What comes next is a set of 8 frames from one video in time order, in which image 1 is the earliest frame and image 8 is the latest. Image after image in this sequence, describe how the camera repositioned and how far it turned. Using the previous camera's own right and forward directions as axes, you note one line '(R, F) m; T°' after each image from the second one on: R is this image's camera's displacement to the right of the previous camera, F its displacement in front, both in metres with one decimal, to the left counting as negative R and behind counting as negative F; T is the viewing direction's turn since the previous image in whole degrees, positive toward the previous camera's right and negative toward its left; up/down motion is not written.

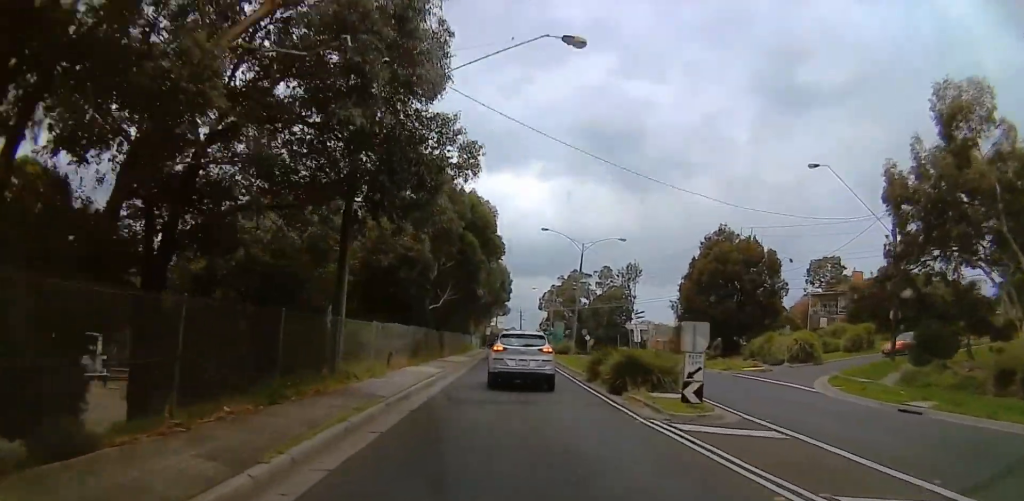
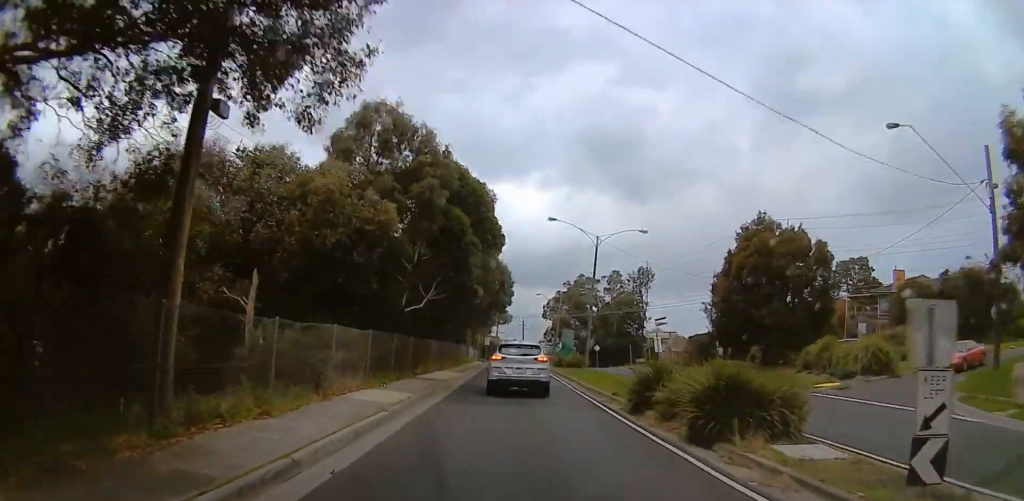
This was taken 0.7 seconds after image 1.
(-0.3, +7.9) m; -5°
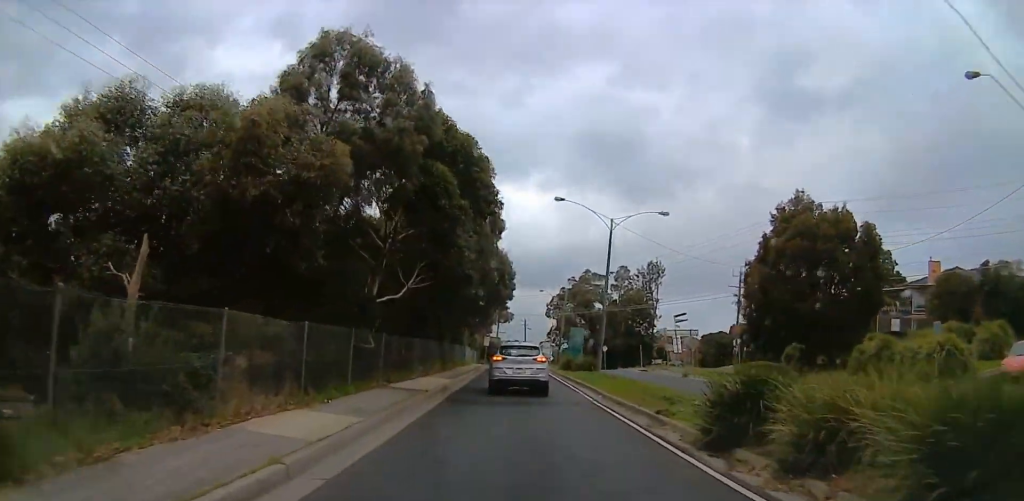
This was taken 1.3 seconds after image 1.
(-0.1, +5.7) m; -5°
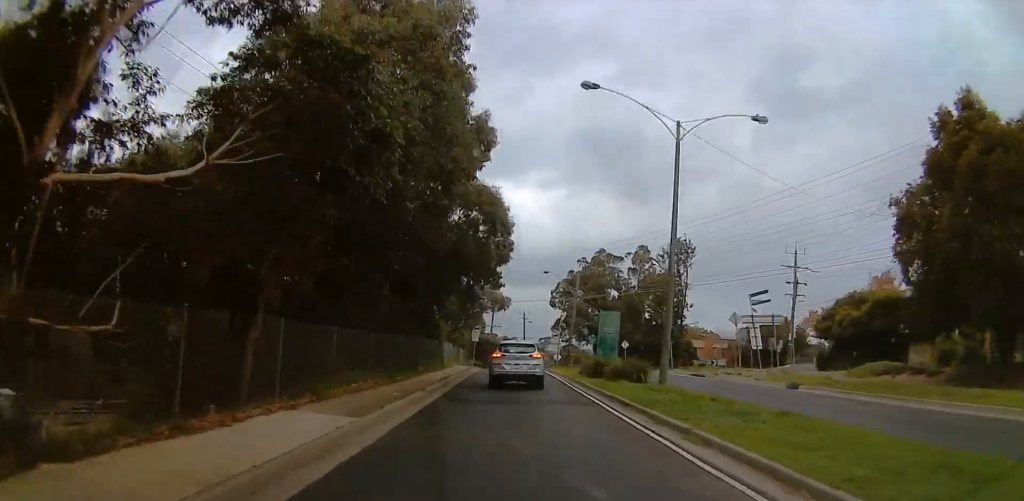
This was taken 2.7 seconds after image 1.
(-1.2, +15.9) m; 0°
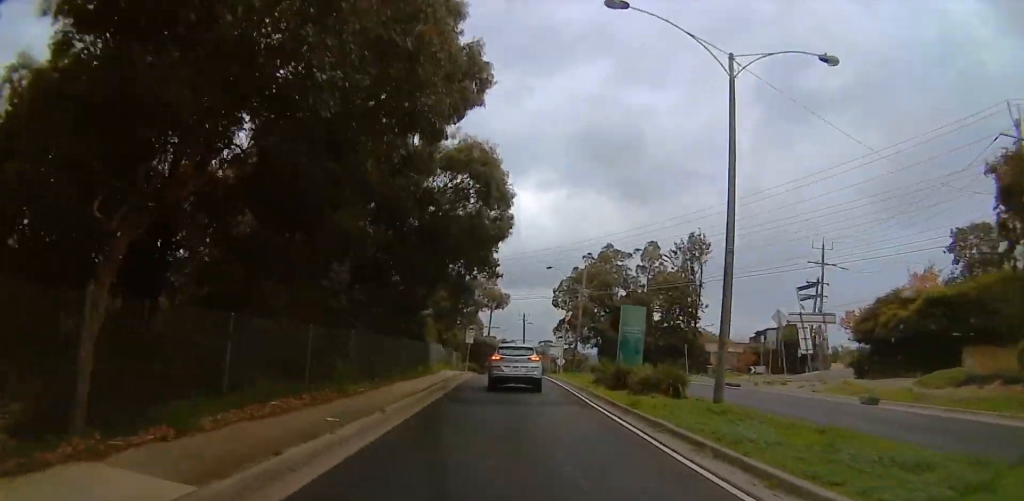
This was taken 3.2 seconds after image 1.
(-0.3, +5.6) m; +4°
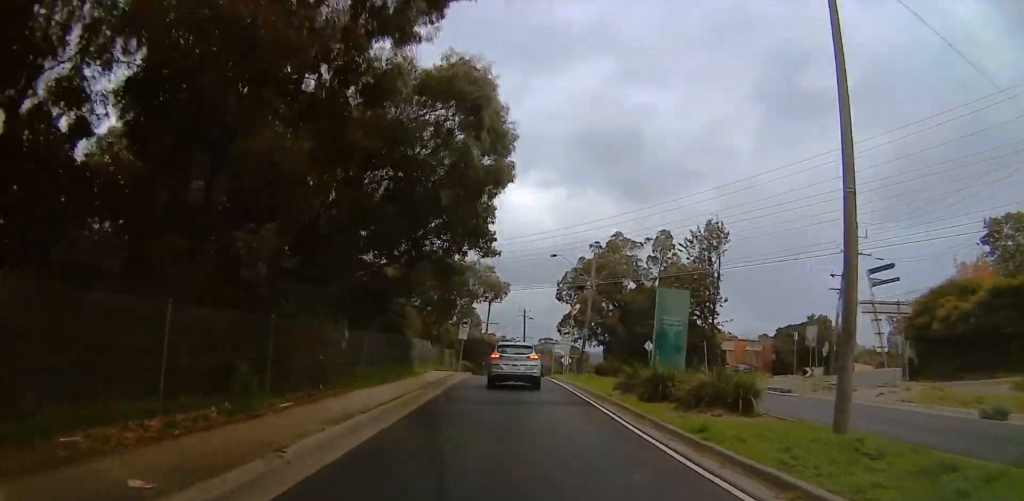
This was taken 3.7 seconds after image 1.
(+0.7, +6.0) m; +3°
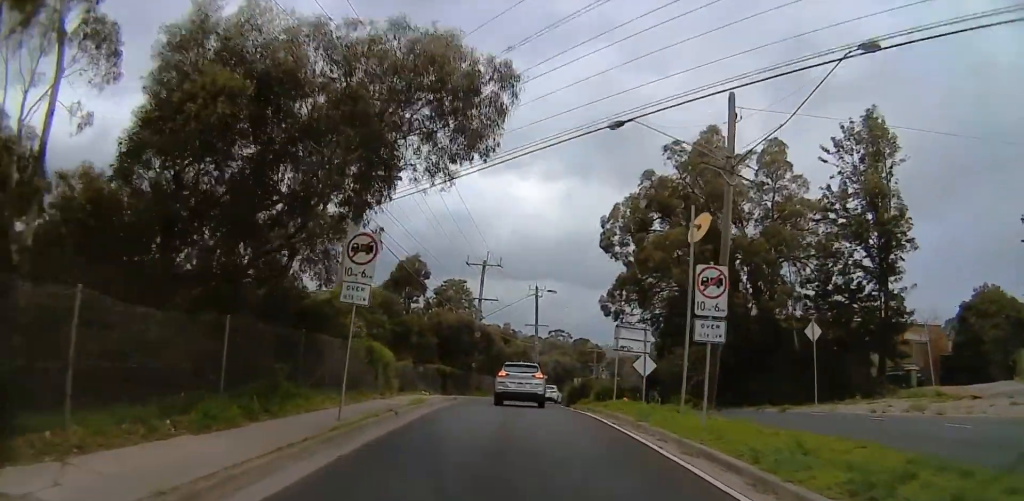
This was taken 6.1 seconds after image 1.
(+1.7, +30.3) m; +1°
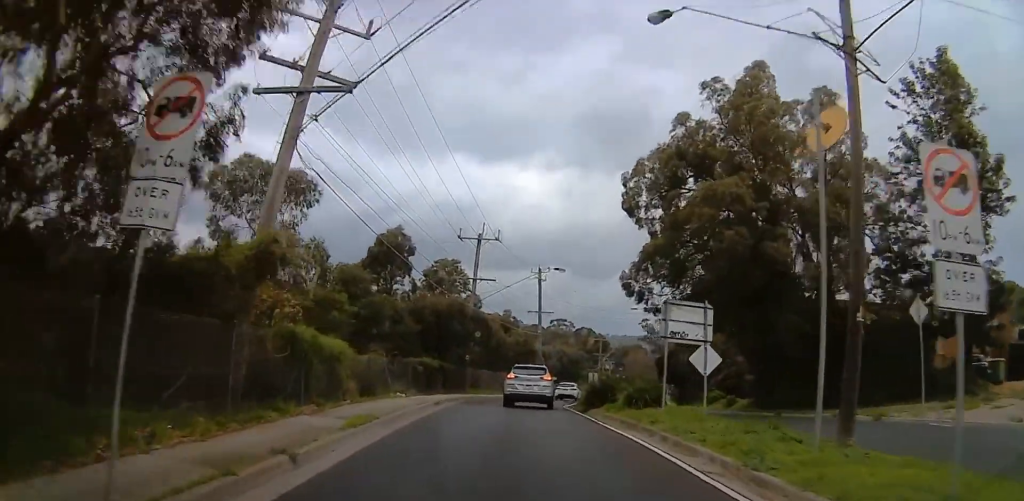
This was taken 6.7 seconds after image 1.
(-0.3, +7.5) m; -2°
